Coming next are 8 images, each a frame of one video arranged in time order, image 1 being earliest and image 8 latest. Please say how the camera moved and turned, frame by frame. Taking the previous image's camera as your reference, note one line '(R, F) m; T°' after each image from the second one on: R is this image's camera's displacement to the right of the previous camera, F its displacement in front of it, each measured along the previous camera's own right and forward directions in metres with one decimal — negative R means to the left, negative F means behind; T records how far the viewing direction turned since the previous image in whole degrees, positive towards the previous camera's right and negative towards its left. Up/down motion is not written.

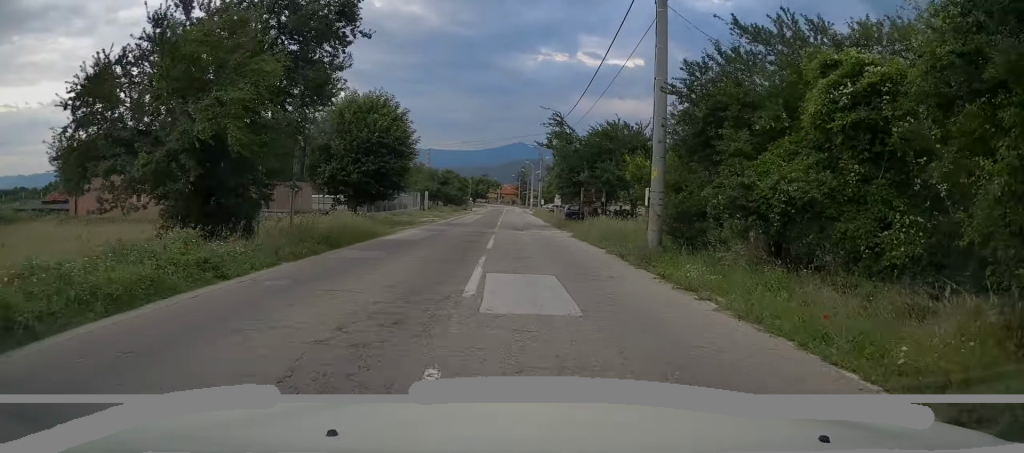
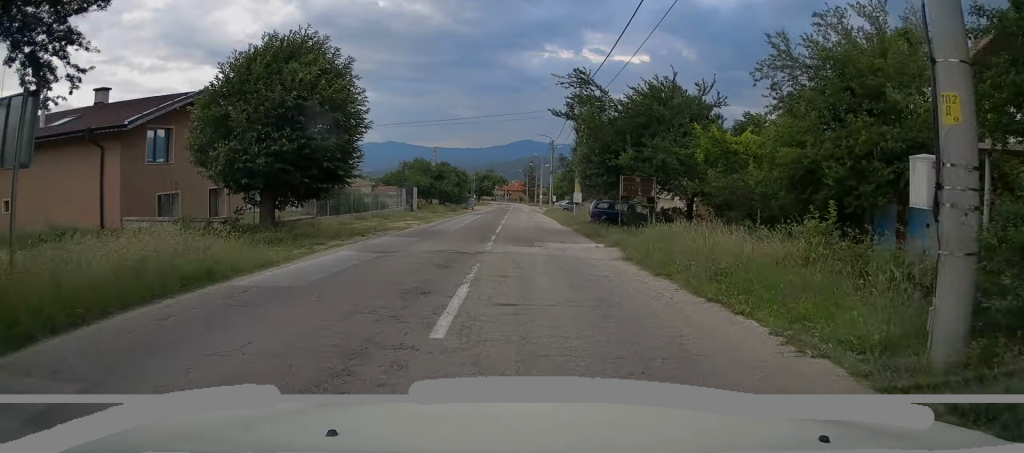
(0.0, +10.5) m; 0°
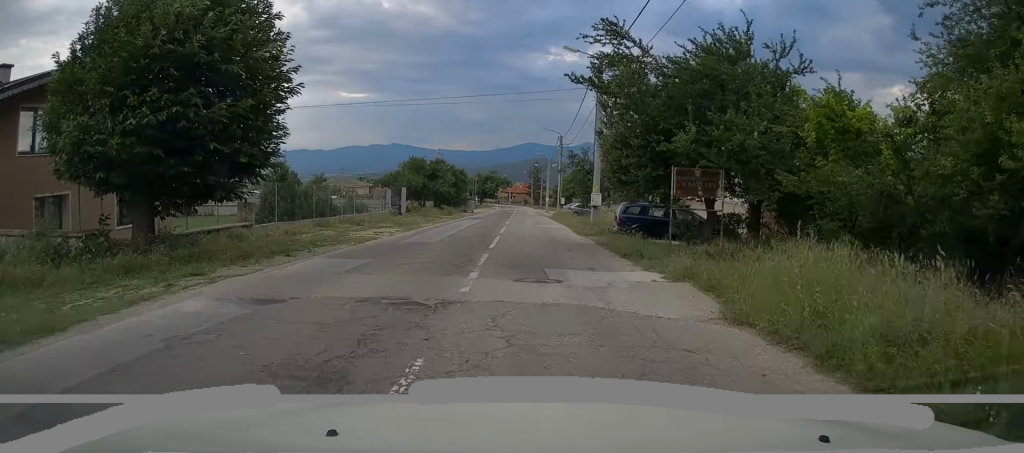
(0.0, +6.6) m; 0°
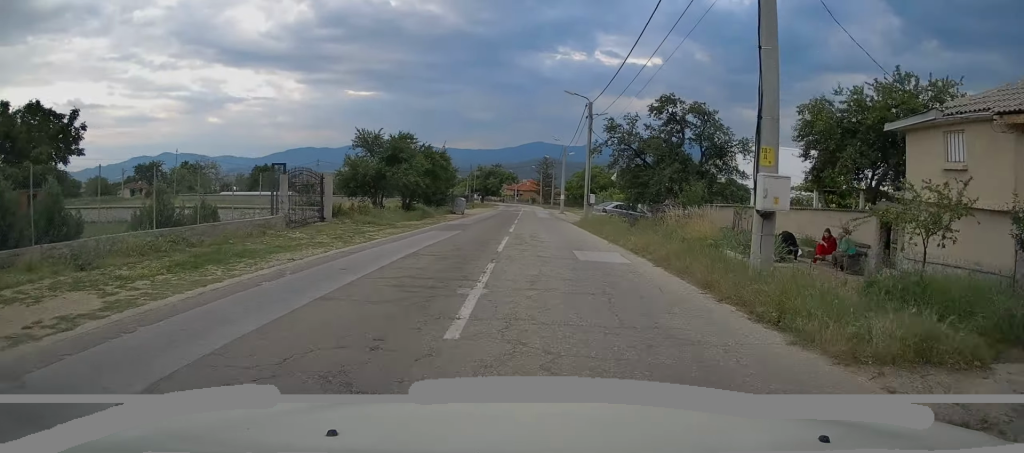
(-0.3, +18.6) m; -1°
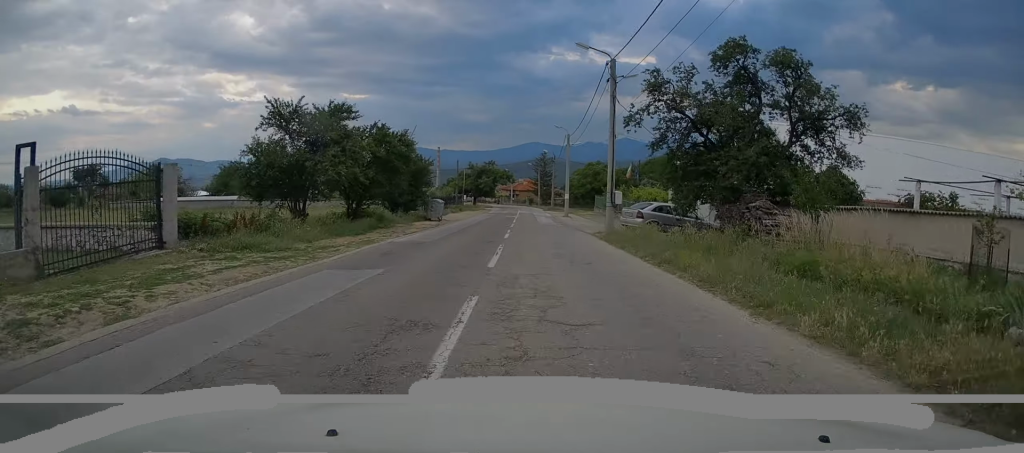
(+0.1, +11.9) m; +1°
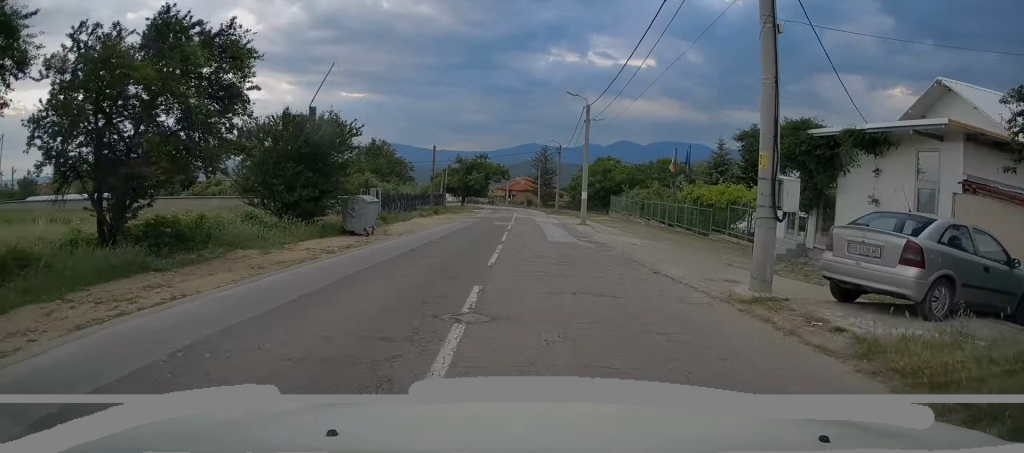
(+0.1, +17.3) m; +1°
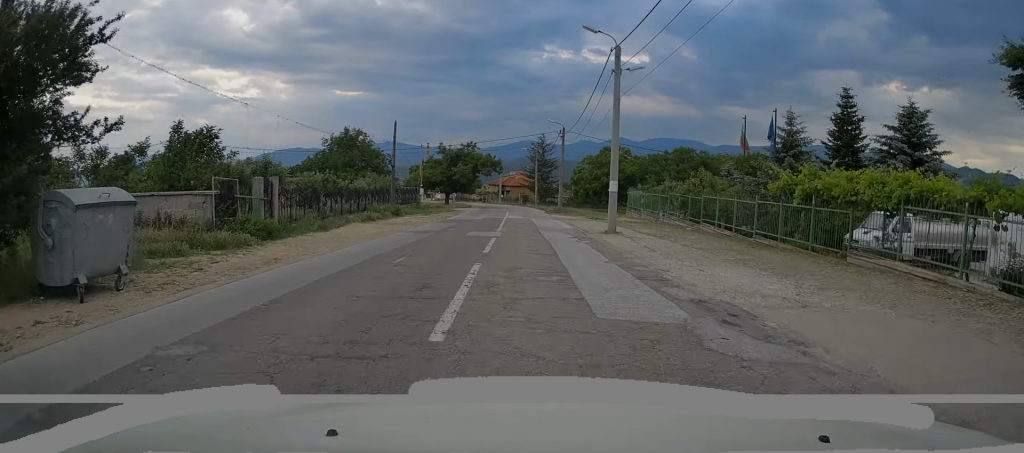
(0.0, +14.0) m; 0°
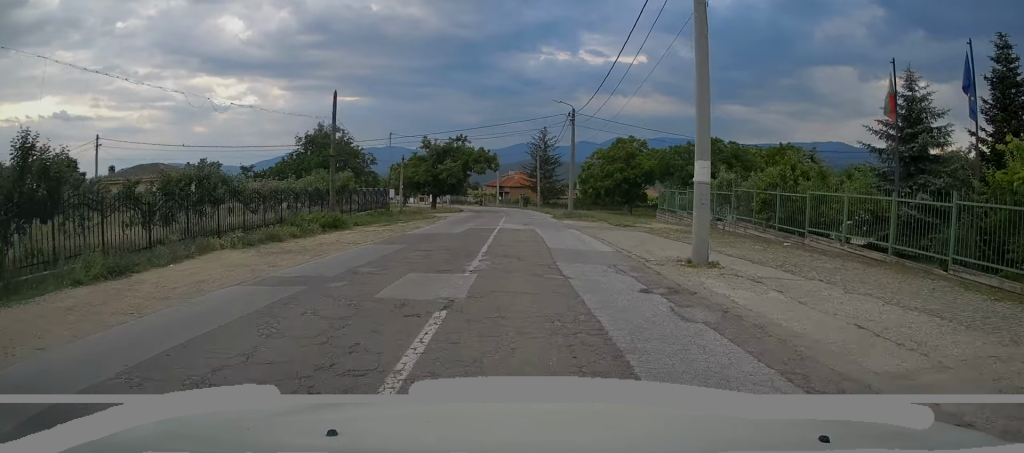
(-0.1, +12.2) m; 0°
